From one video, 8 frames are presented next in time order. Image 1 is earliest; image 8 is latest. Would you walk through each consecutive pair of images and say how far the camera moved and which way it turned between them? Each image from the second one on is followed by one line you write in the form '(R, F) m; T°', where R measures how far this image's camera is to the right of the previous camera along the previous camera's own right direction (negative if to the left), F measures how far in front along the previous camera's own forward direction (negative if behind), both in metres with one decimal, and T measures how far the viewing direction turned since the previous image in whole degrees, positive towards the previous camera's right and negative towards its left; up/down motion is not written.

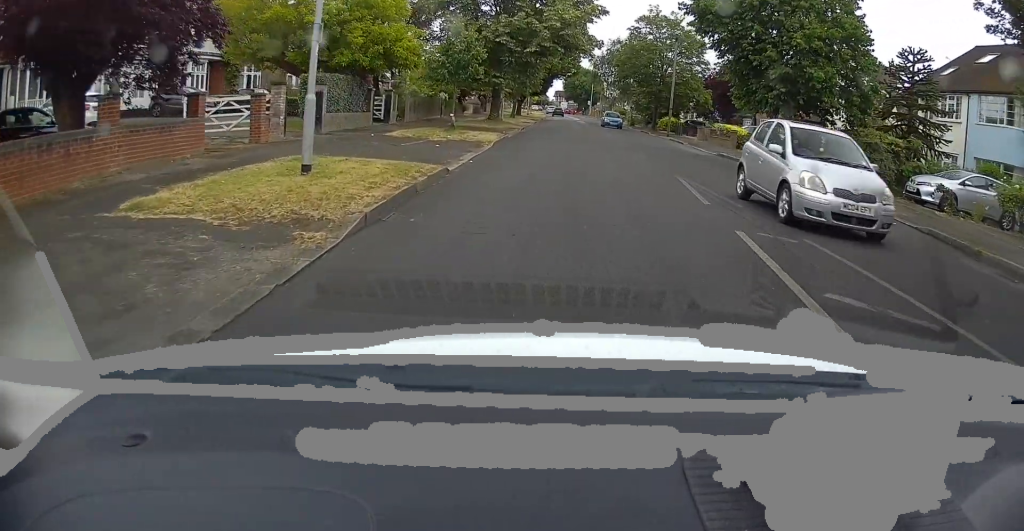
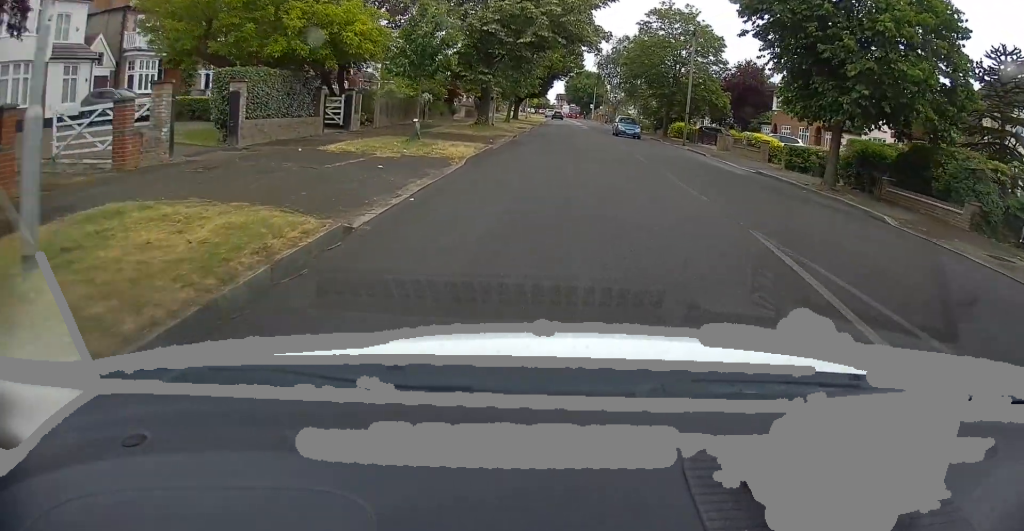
(-0.2, +6.0) m; 0°
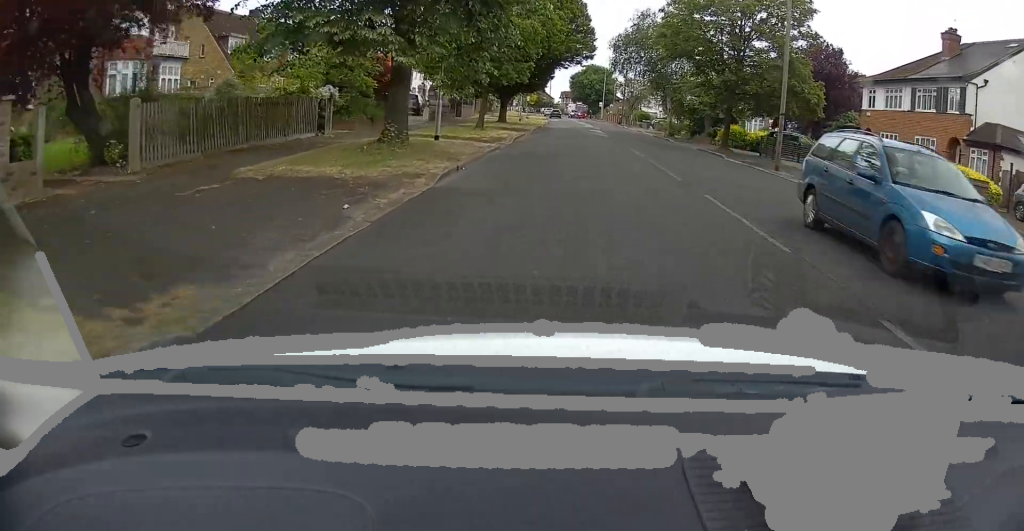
(+0.7, +18.0) m; +2°
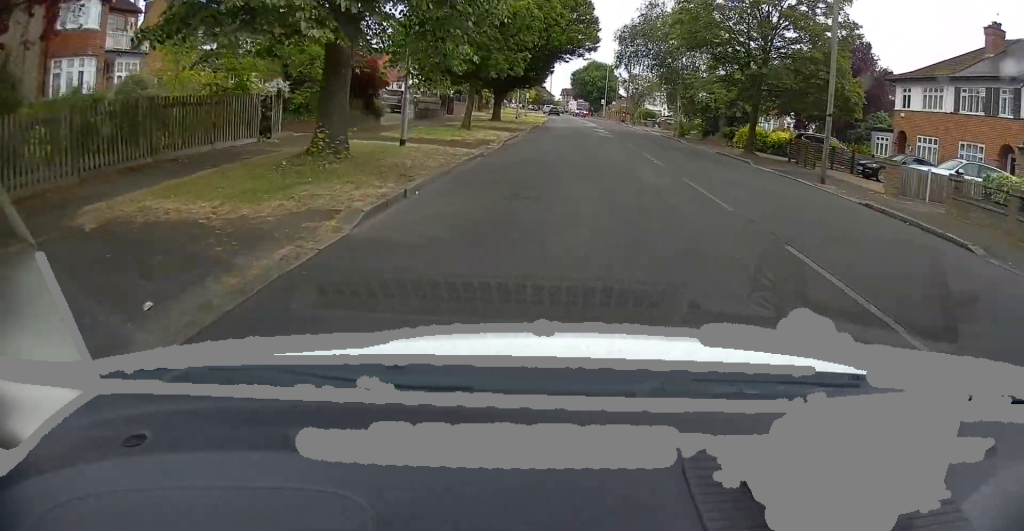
(0.0, +4.5) m; 0°
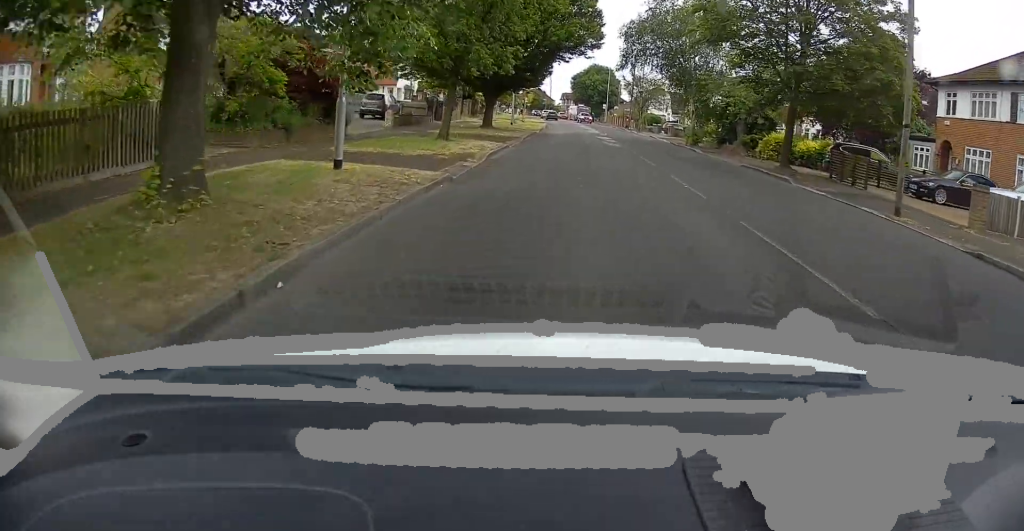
(0.0, +4.9) m; -1°
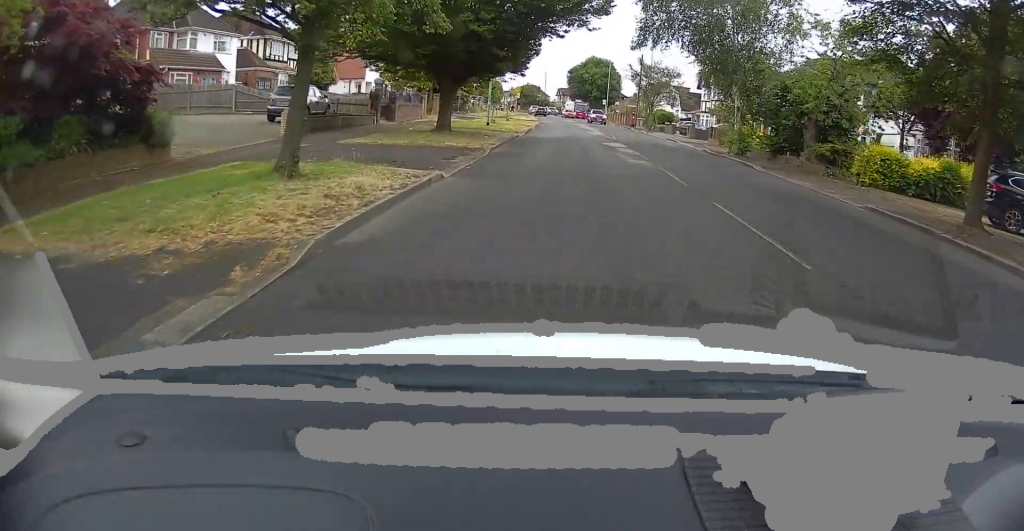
(-0.3, +12.5) m; -1°
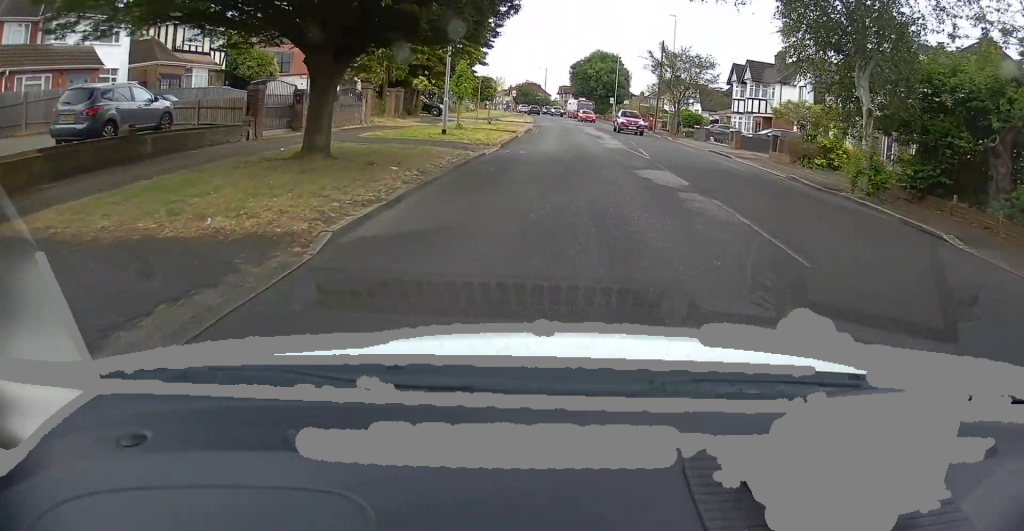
(+0.2, +13.4) m; +2°
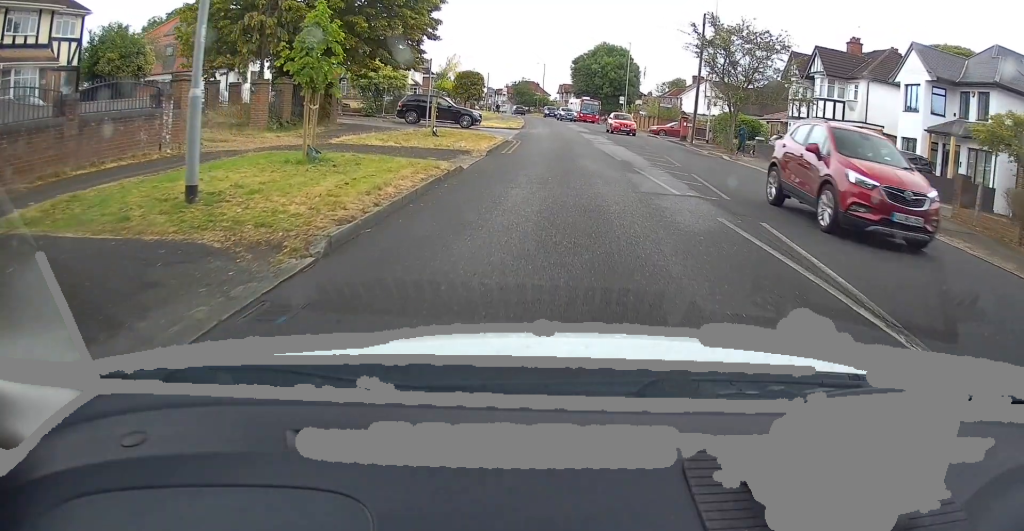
(-0.1, +16.5) m; -2°
